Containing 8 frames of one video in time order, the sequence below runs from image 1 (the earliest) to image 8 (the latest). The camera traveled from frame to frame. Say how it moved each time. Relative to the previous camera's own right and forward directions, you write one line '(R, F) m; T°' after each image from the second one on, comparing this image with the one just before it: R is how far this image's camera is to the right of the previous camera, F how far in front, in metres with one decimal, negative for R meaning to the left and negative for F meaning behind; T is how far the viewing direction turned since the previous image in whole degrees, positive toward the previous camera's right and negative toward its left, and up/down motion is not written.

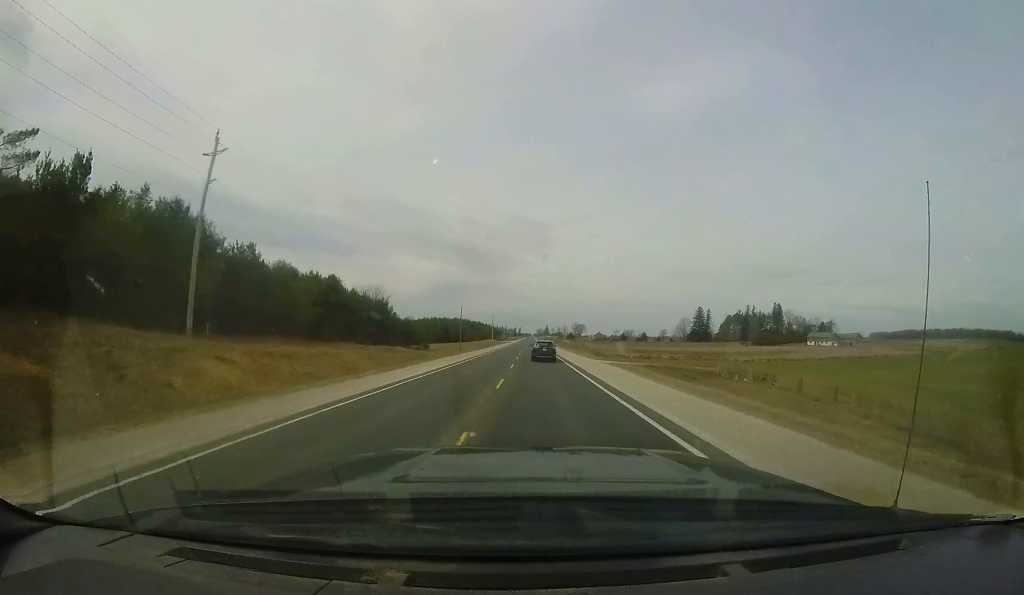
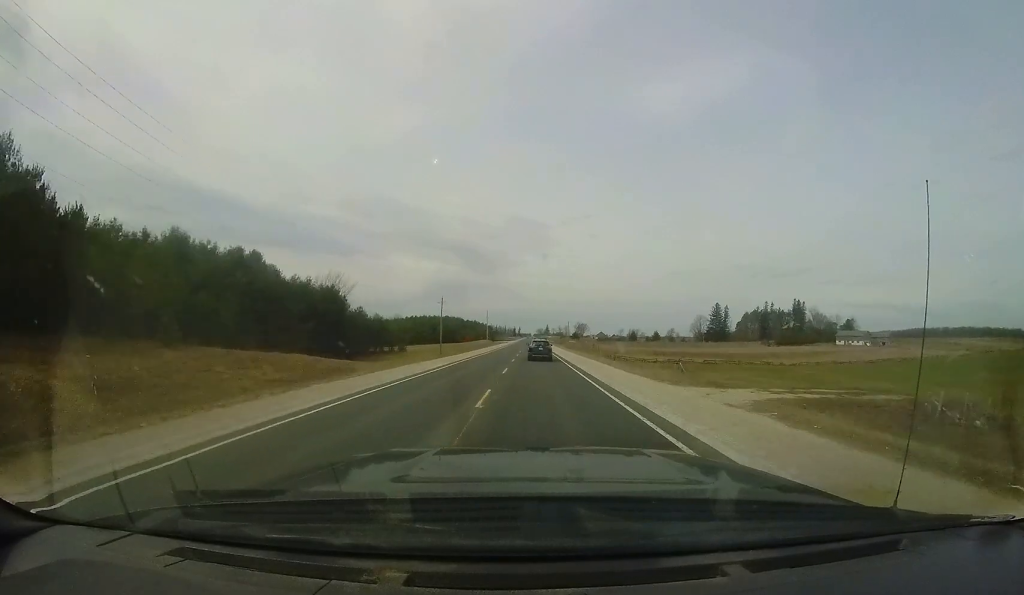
(-0.1, +21.7) m; 0°
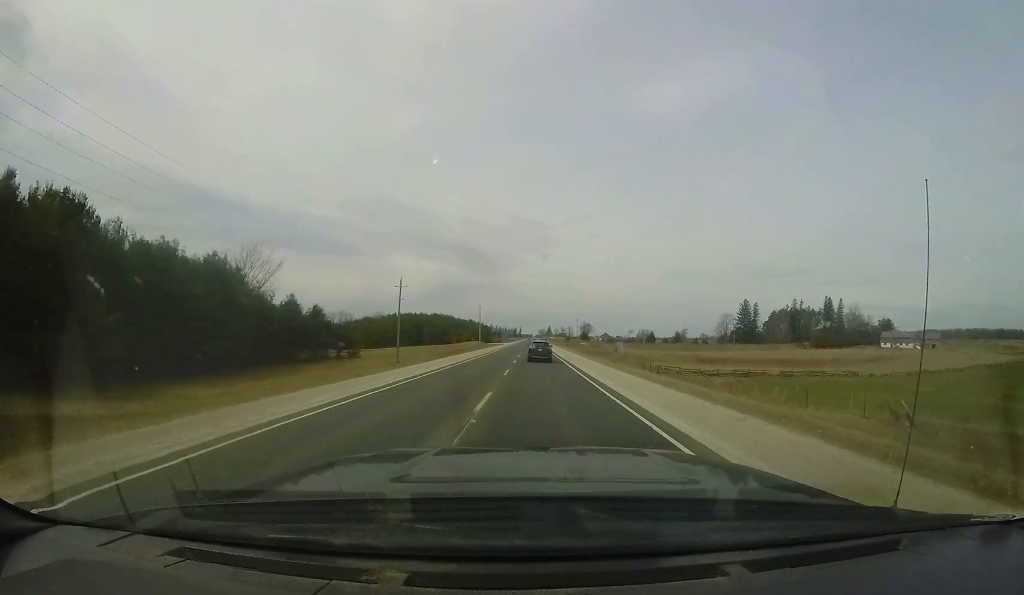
(+0.2, +26.9) m; 0°
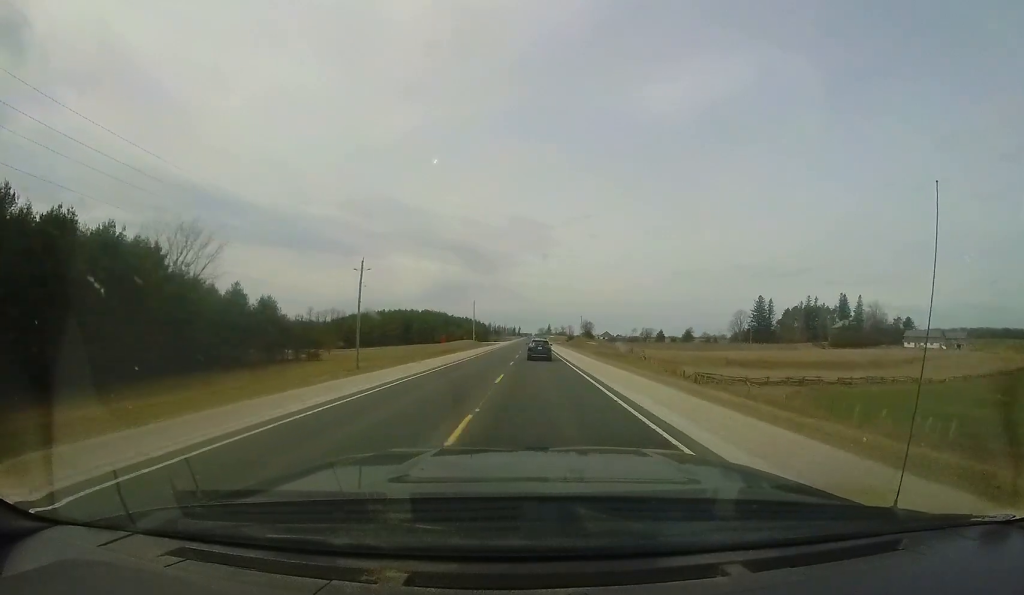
(0.0, +12.7) m; 0°
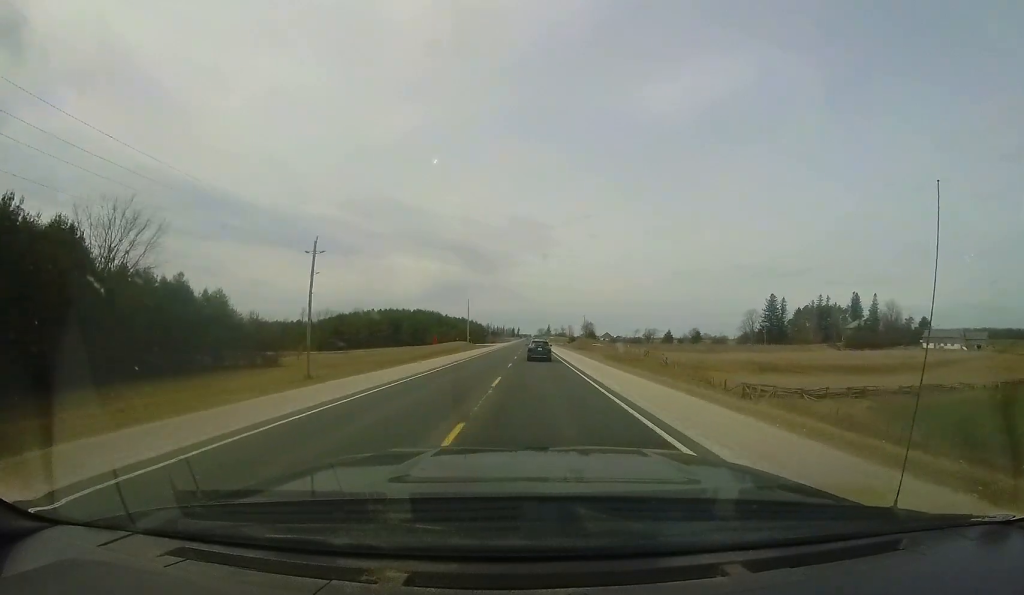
(-0.1, +9.7) m; 0°
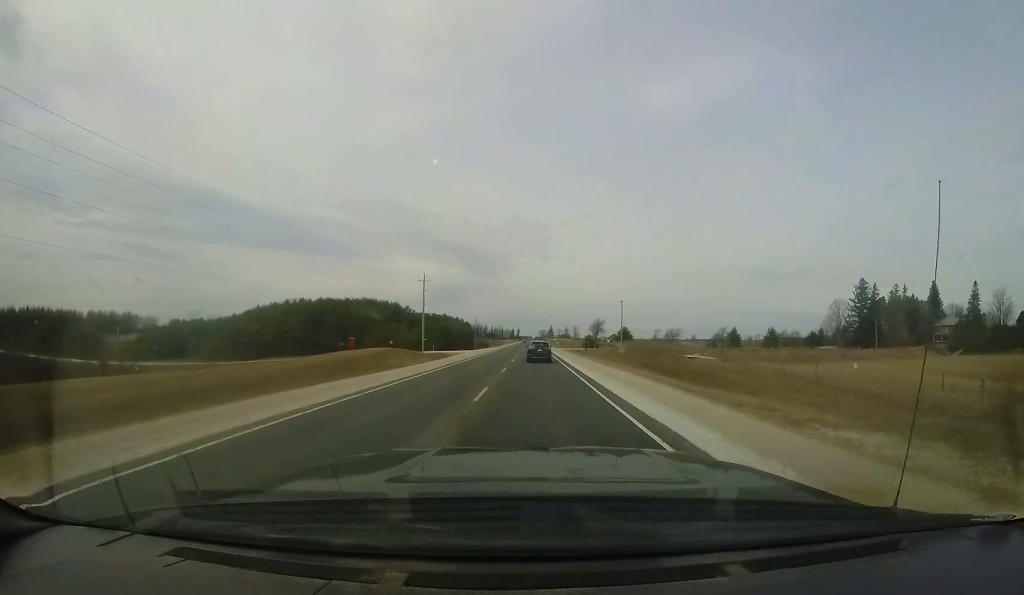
(0.0, +47.7) m; 0°
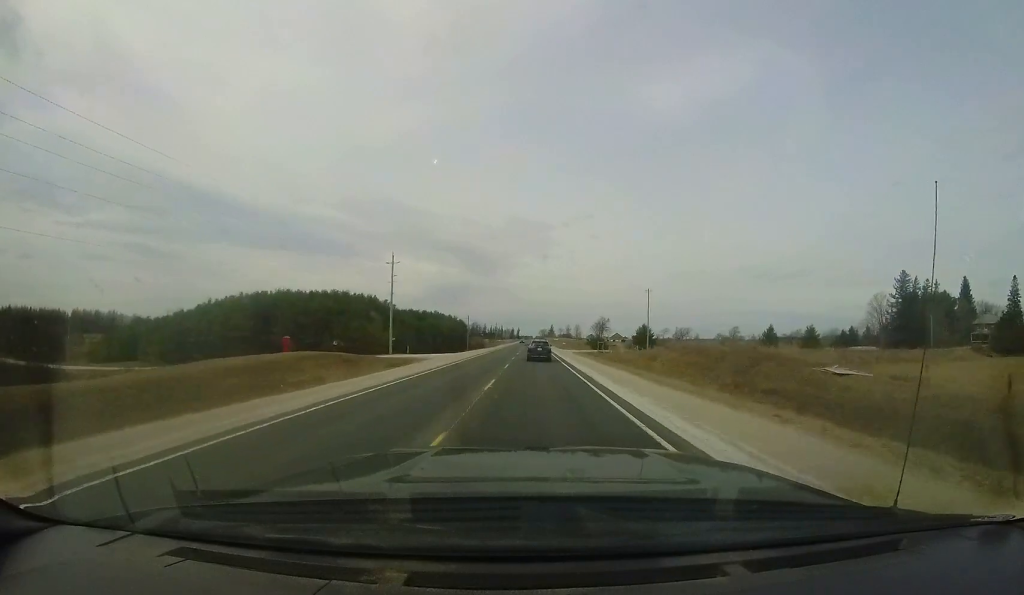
(+0.1, +15.7) m; 0°
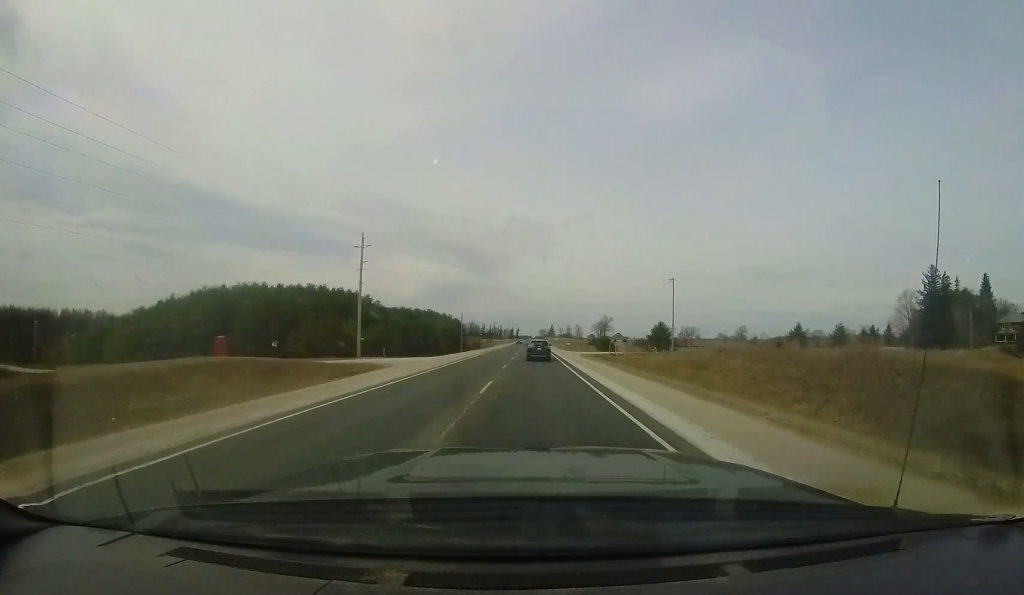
(+0.1, +9.7) m; 0°
